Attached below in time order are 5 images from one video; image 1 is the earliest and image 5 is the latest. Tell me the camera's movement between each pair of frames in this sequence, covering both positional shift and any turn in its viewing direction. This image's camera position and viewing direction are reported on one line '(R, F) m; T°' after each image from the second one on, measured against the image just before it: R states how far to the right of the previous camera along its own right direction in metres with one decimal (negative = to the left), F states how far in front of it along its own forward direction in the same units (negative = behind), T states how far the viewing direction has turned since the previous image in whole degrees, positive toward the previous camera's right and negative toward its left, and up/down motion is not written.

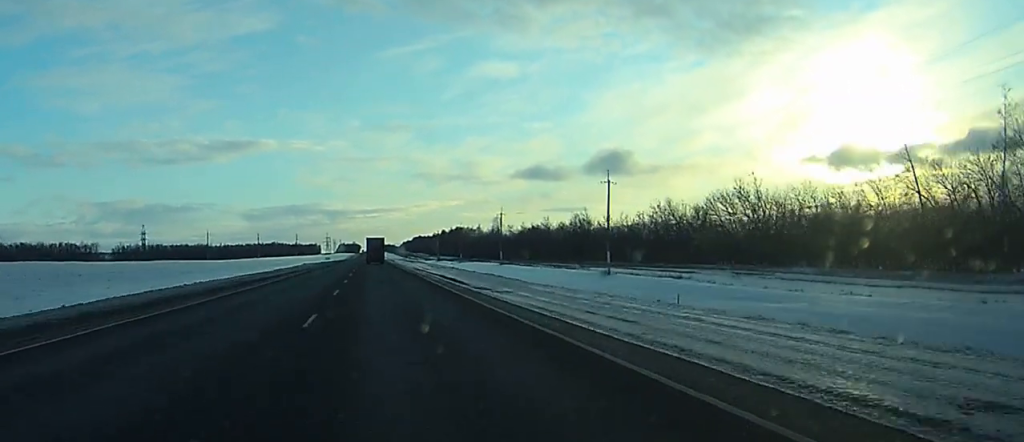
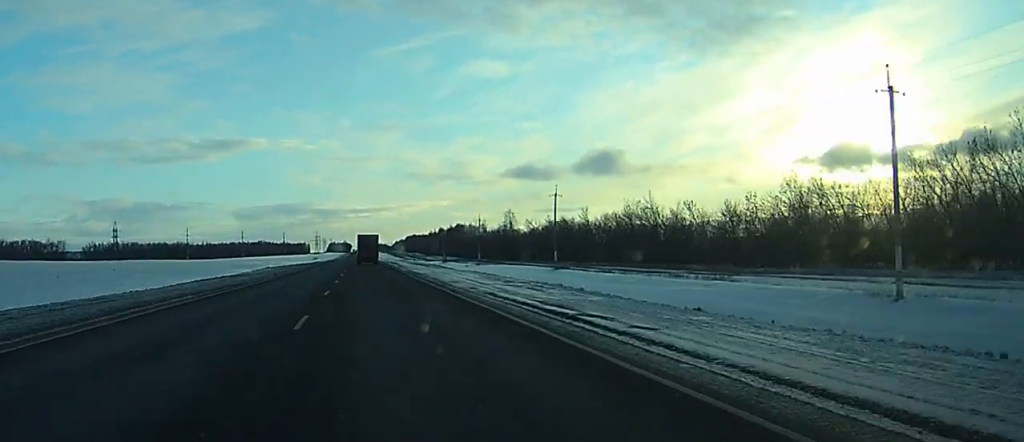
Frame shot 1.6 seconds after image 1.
(0.0, +48.7) m; 0°
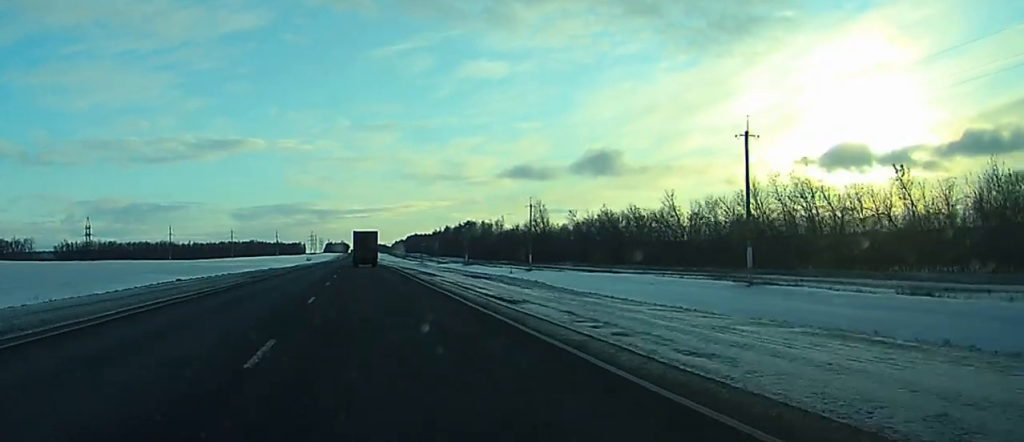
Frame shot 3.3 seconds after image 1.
(+0.3, +52.8) m; +1°
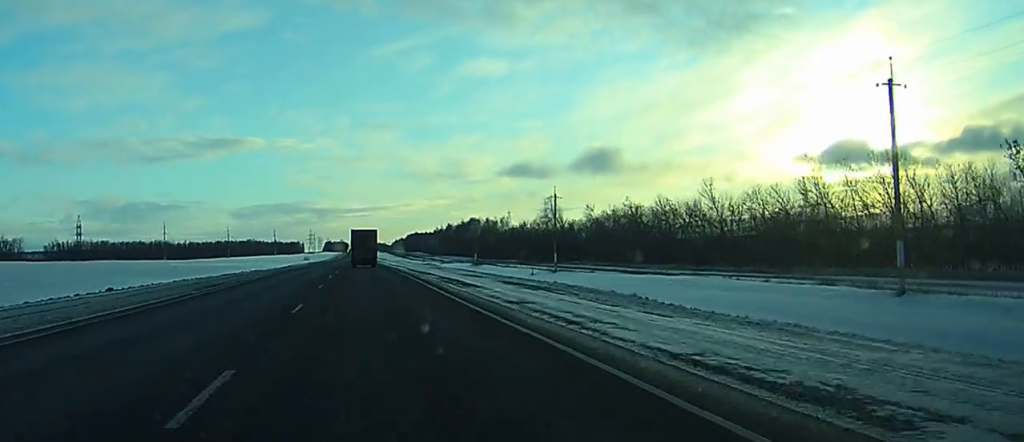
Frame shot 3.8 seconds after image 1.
(0.0, +15.6) m; 0°
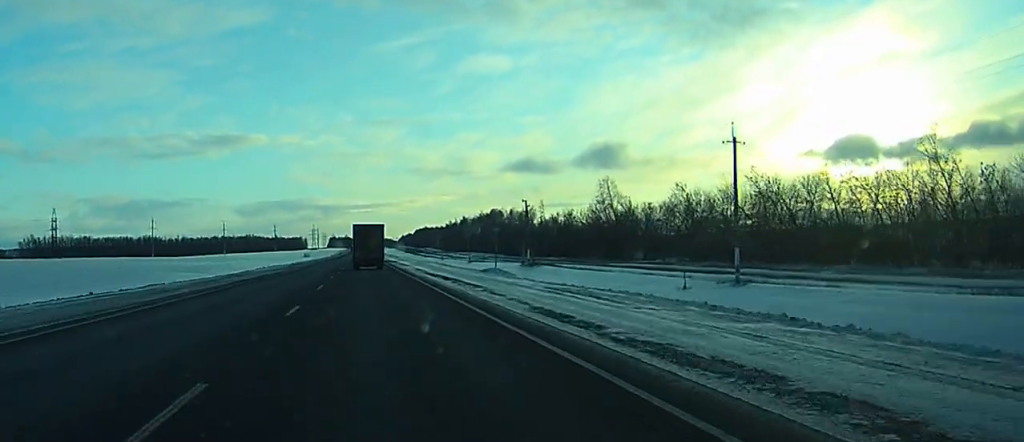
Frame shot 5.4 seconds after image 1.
(0.0, +49.3) m; 0°
